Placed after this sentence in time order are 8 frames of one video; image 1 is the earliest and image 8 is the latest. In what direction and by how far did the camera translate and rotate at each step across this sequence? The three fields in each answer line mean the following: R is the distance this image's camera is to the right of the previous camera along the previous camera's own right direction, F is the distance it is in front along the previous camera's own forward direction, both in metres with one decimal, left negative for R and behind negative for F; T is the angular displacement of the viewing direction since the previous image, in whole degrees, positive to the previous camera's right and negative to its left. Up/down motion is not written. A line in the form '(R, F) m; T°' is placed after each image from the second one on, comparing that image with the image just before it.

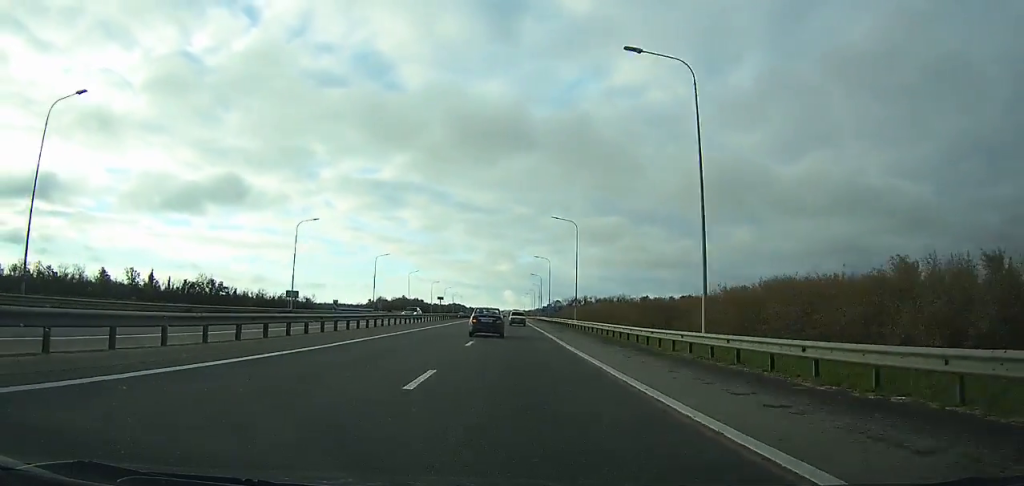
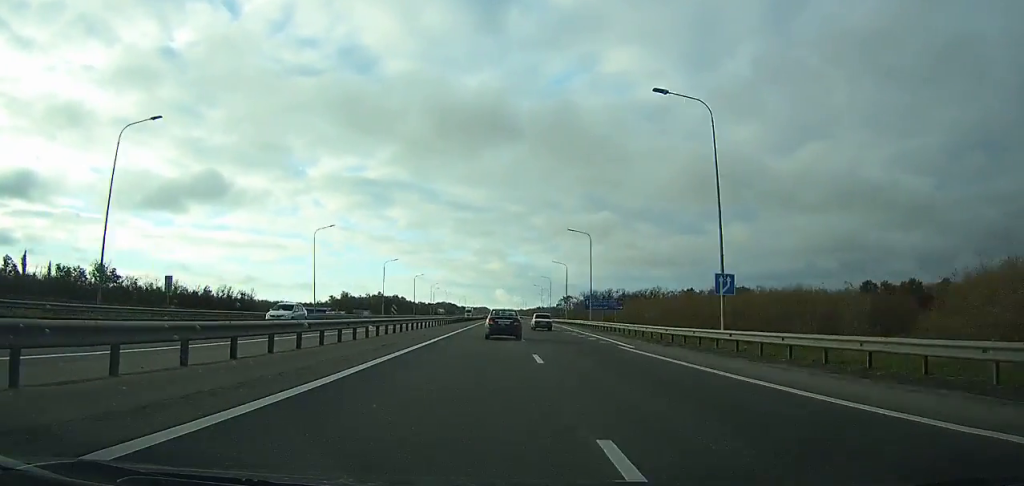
(-1.7, +79.7) m; -1°
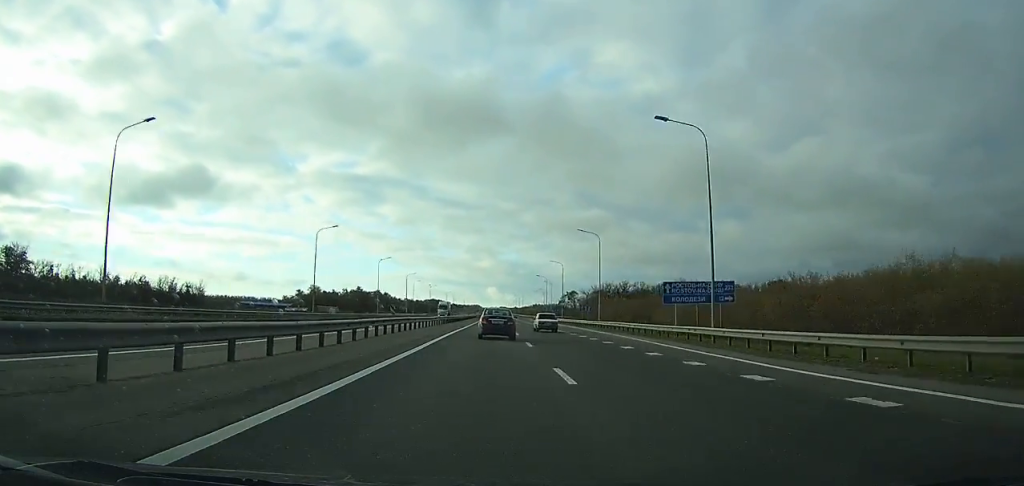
(+0.4, +41.0) m; +1°
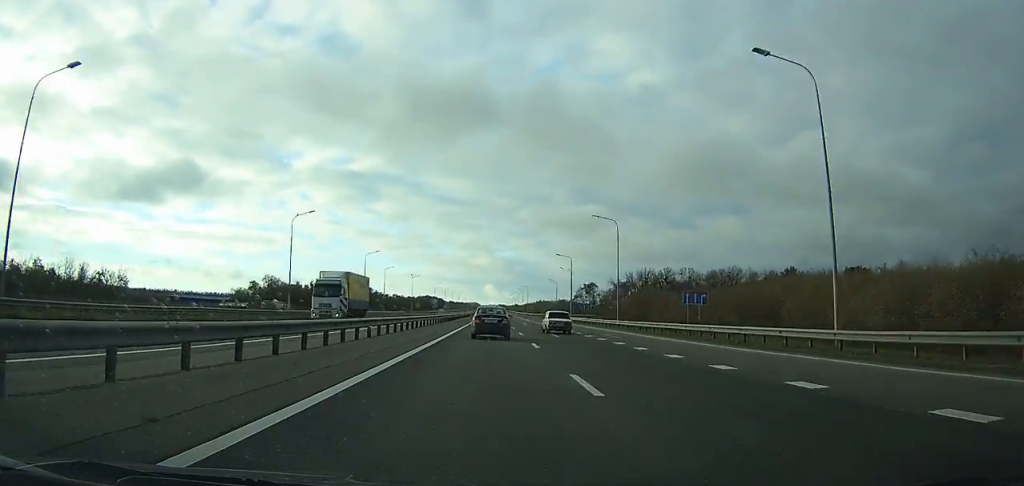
(+0.2, +48.8) m; 0°
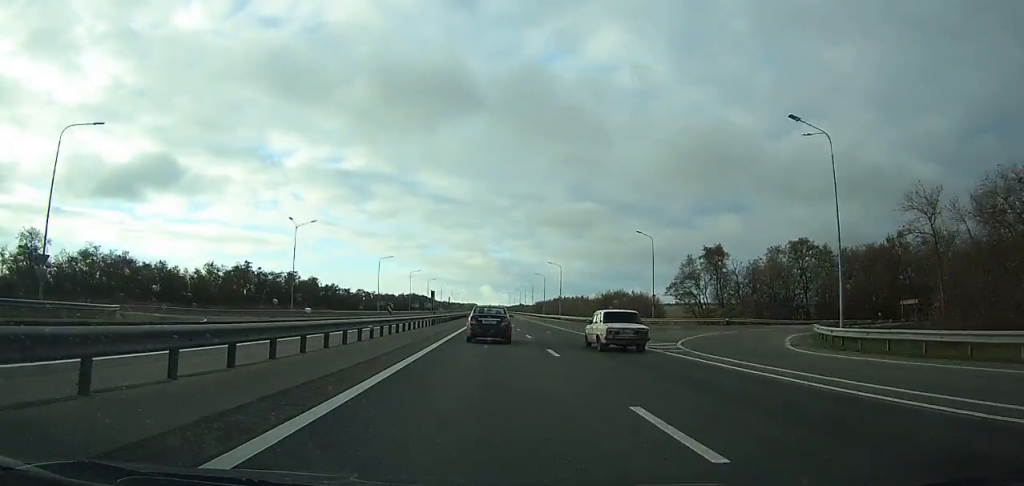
(0.0, +112.5) m; 0°
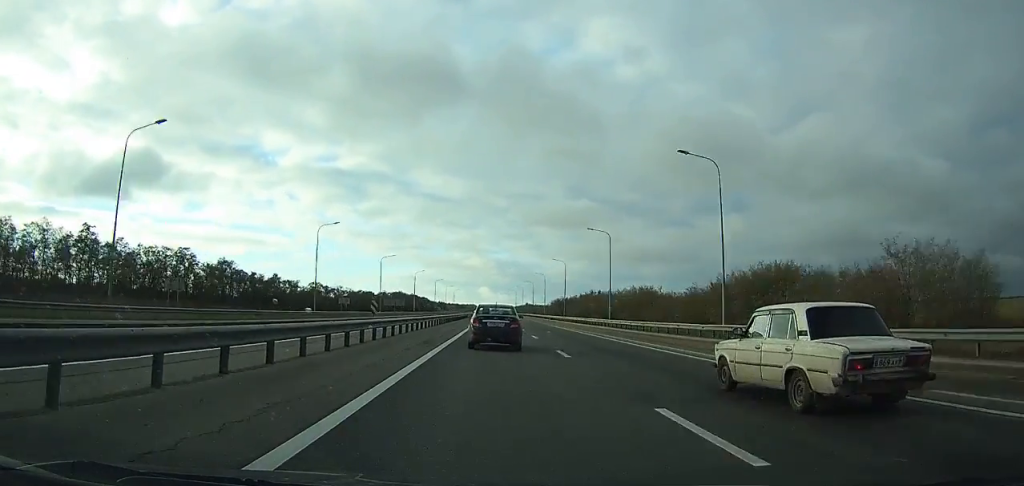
(0.0, +83.7) m; 0°
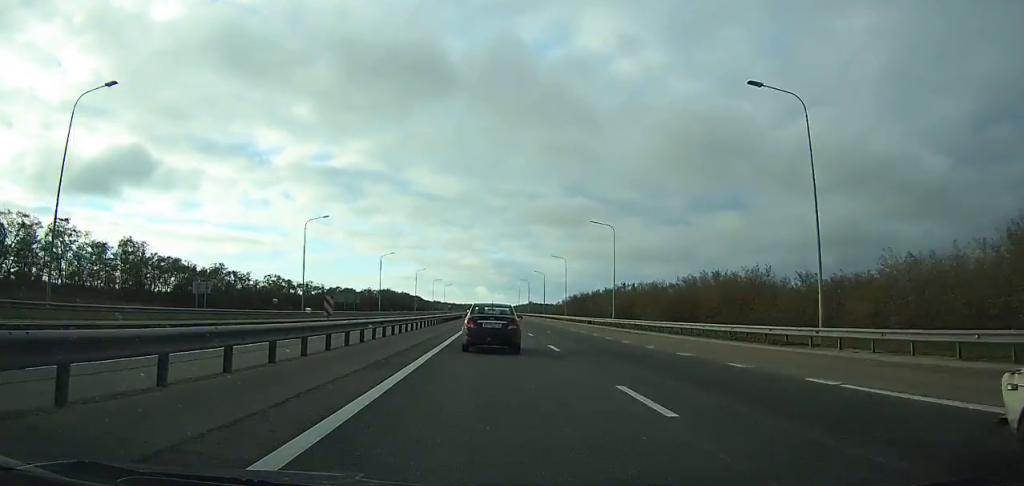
(+0.2, +45.8) m; 0°
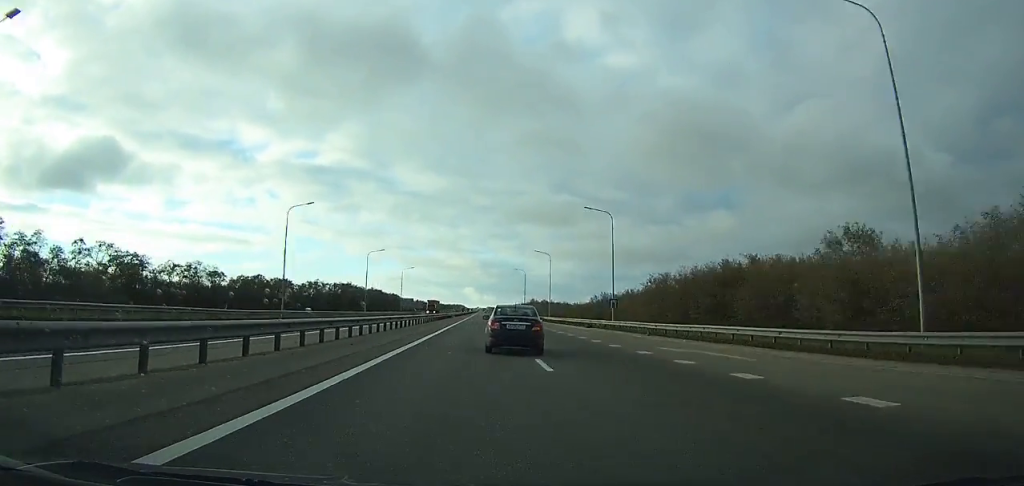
(+0.3, +91.9) m; 0°
